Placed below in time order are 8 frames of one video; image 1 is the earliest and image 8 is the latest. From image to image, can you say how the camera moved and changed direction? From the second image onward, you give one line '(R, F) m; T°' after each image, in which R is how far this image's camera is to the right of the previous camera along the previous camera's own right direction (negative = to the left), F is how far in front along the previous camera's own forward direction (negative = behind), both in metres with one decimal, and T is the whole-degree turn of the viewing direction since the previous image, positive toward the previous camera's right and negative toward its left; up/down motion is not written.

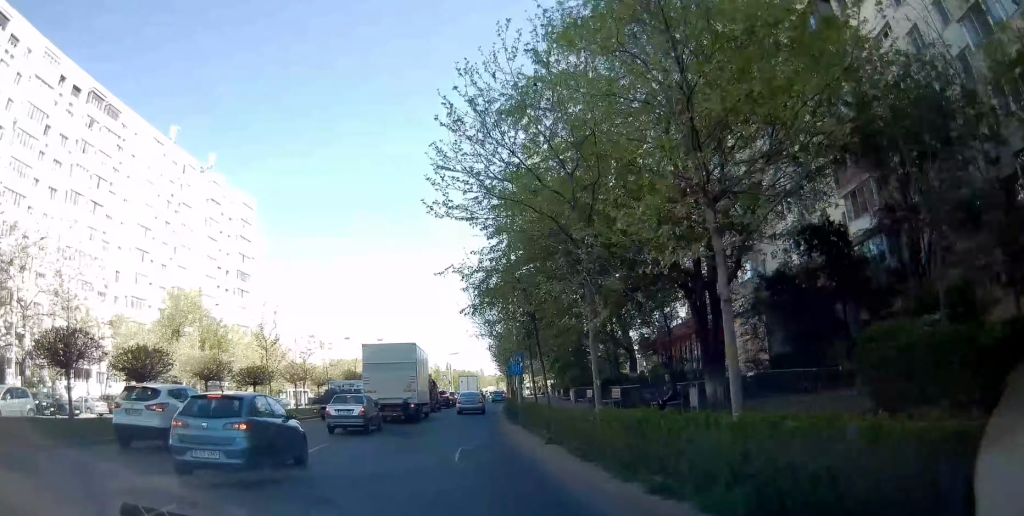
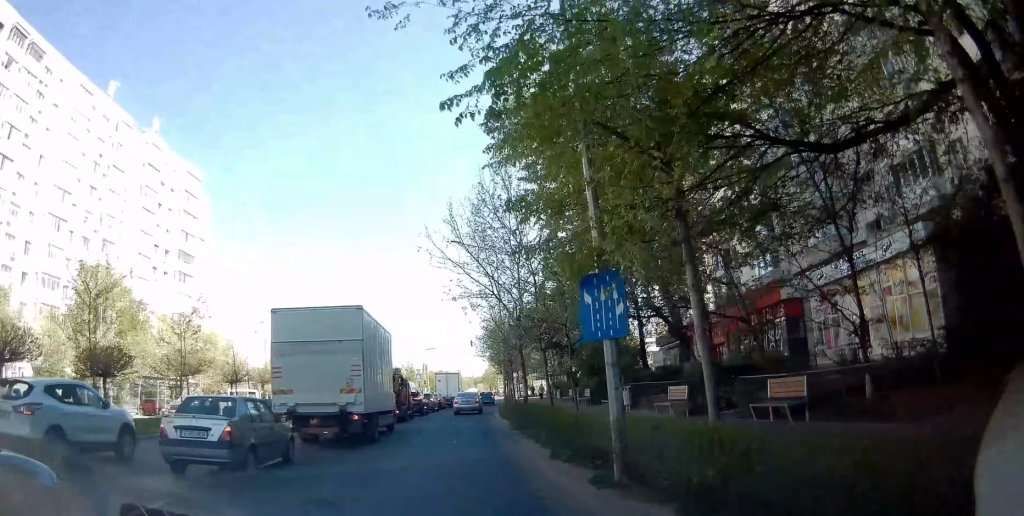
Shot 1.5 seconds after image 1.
(+0.1, +14.6) m; 0°
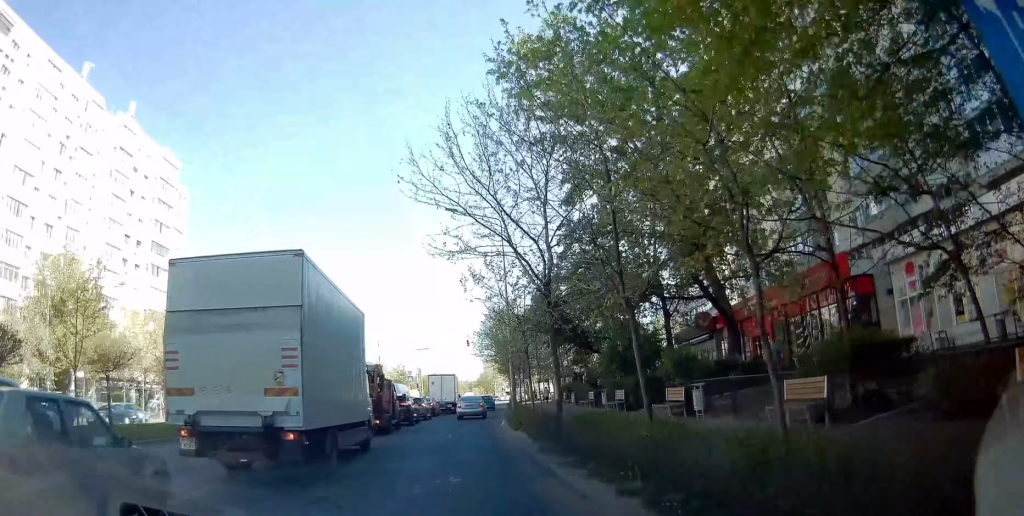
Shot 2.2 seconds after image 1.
(0.0, +6.7) m; +1°
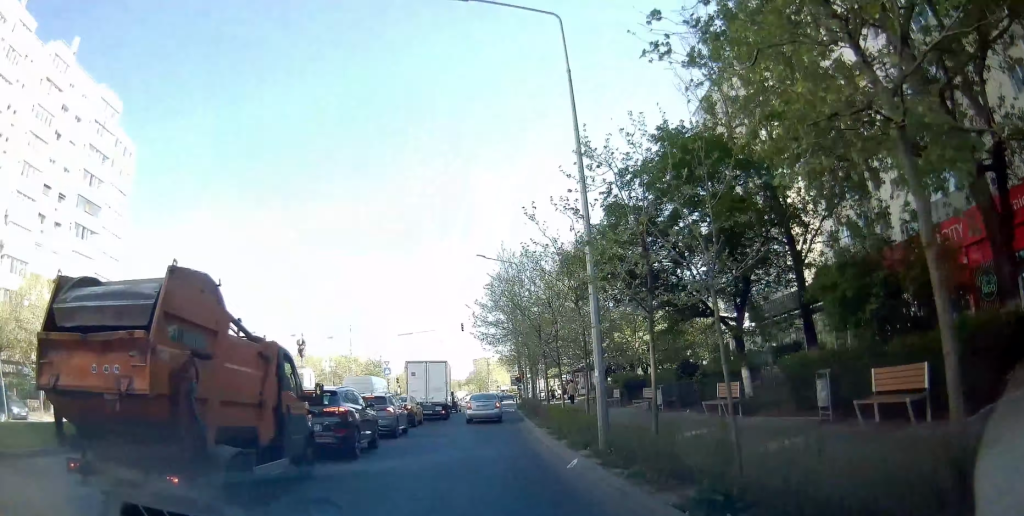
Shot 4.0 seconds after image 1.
(+0.4, +16.5) m; +2°
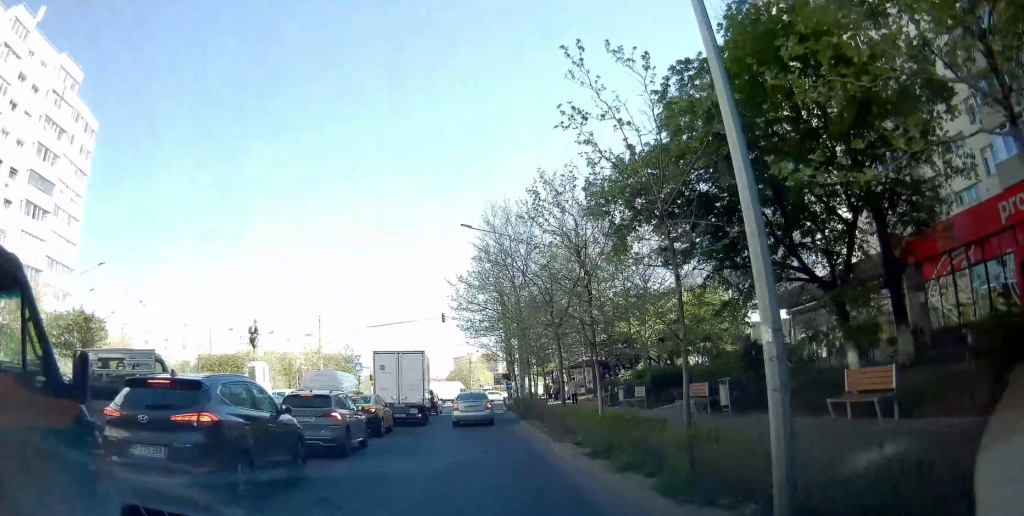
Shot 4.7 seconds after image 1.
(+0.2, +6.4) m; -4°
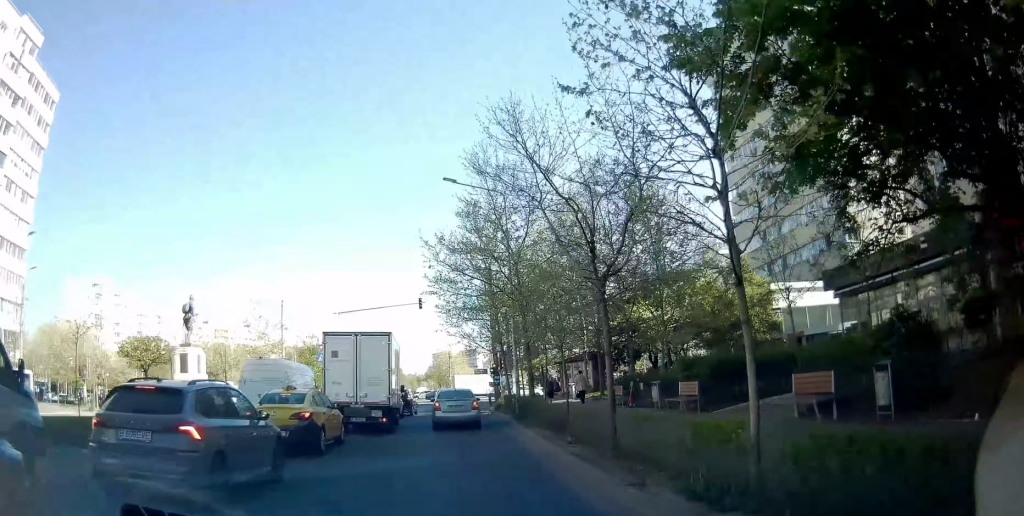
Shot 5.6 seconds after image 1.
(-0.7, +6.6) m; -3°
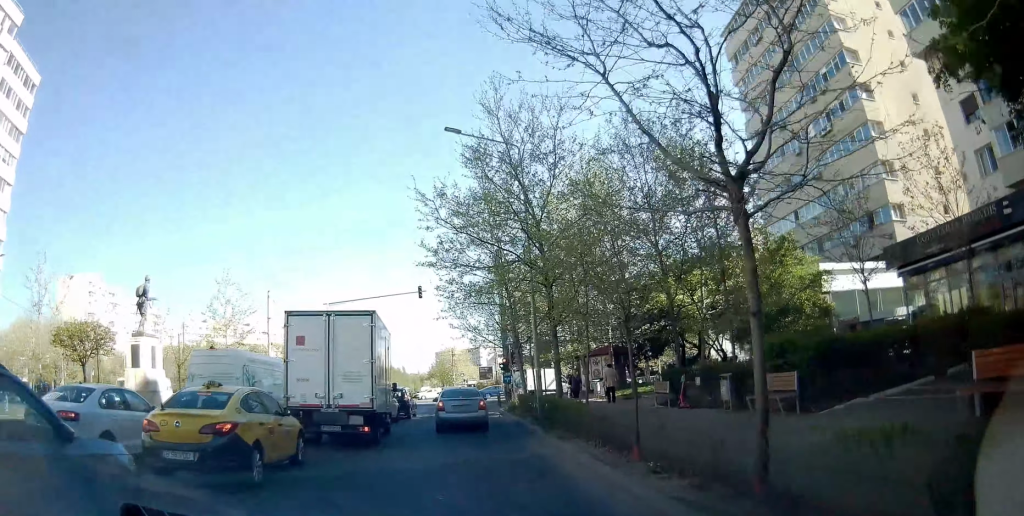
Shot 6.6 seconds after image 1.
(+0.3, +5.7) m; +2°
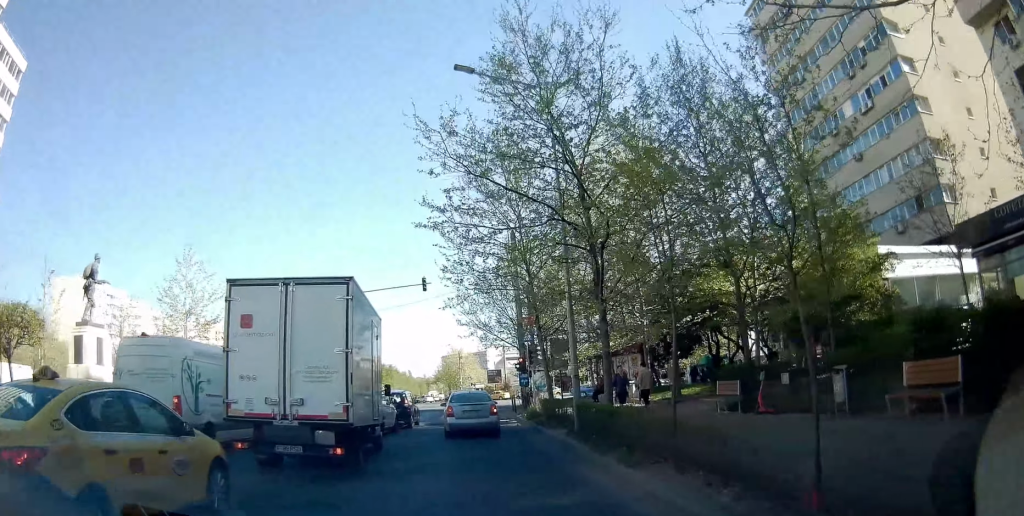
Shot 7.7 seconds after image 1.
(0.0, +5.0) m; 0°
